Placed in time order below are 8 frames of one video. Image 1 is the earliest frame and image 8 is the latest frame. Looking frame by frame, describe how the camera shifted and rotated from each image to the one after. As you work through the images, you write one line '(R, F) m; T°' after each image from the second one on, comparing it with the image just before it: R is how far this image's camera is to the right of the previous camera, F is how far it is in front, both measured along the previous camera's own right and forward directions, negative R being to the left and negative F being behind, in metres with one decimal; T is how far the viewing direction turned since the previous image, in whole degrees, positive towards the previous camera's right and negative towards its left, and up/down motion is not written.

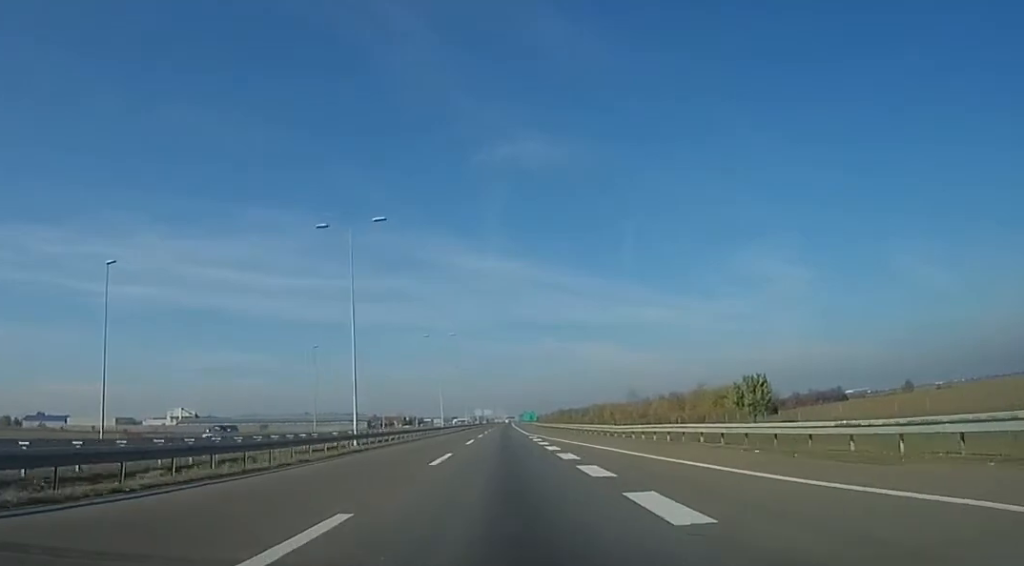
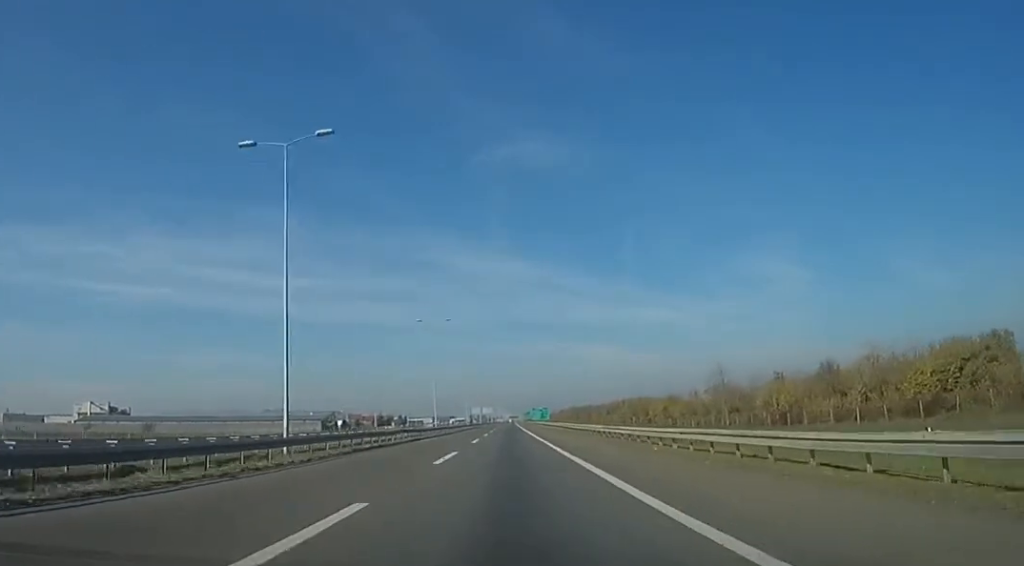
(+1.4, +62.6) m; +2°
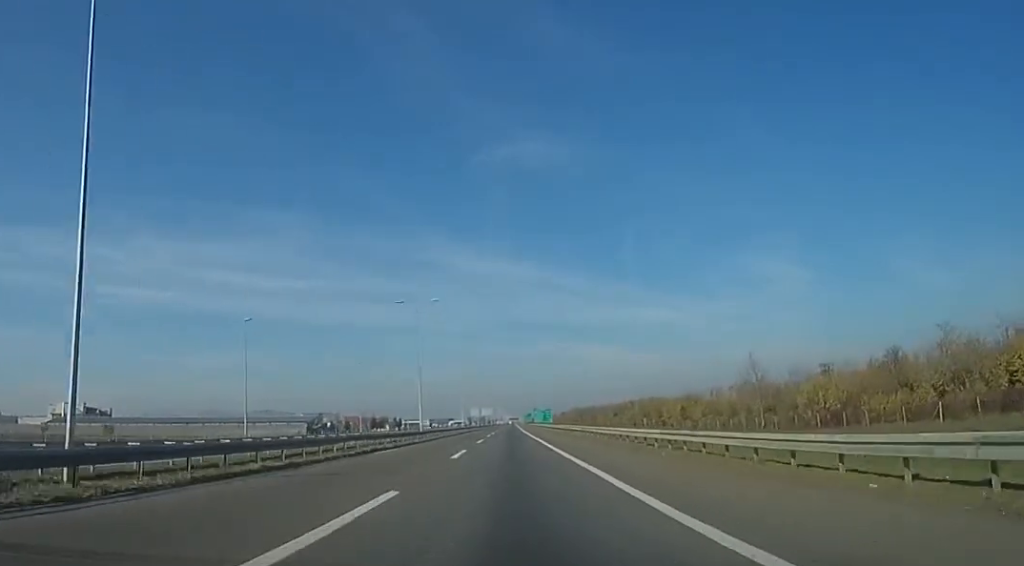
(+0.4, +13.1) m; 0°
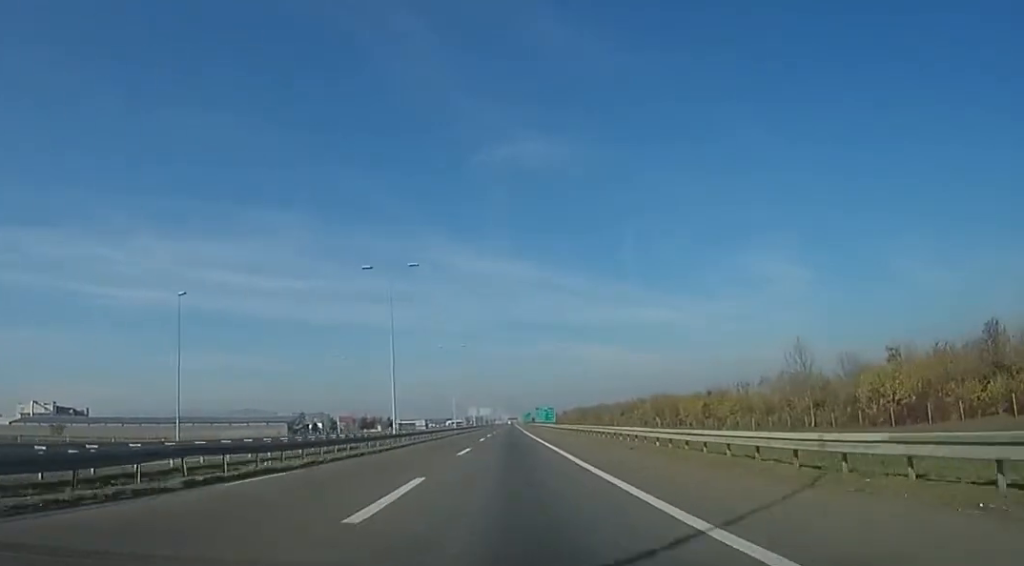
(-0.5, +14.1) m; -1°
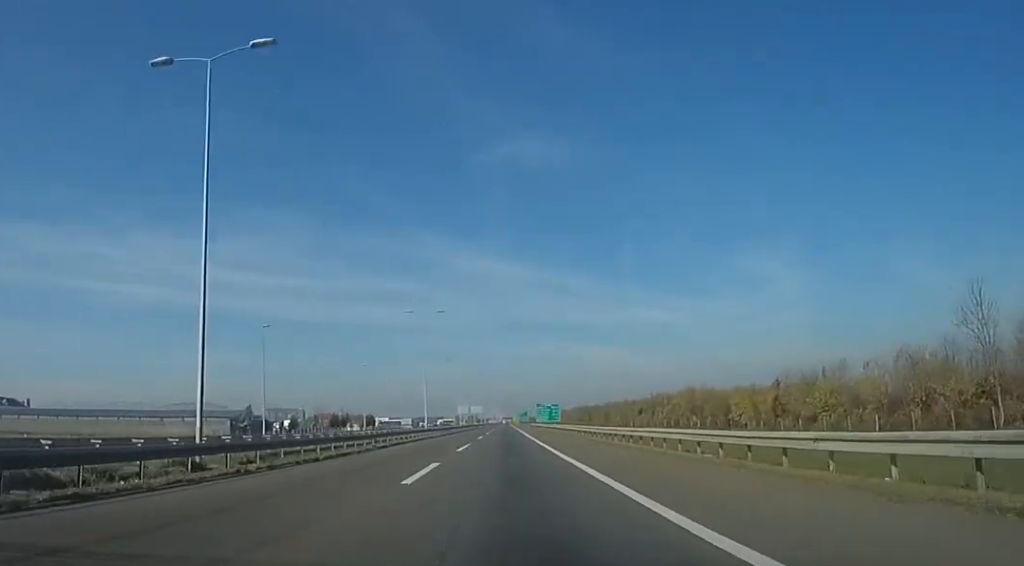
(-0.6, +29.7) m; -1°
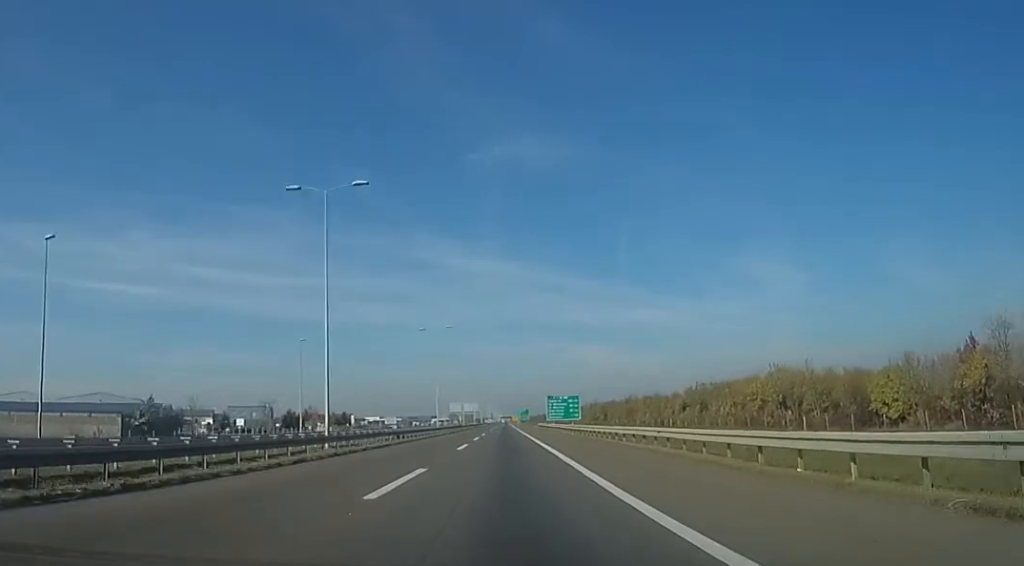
(+0.1, +36.9) m; +2°
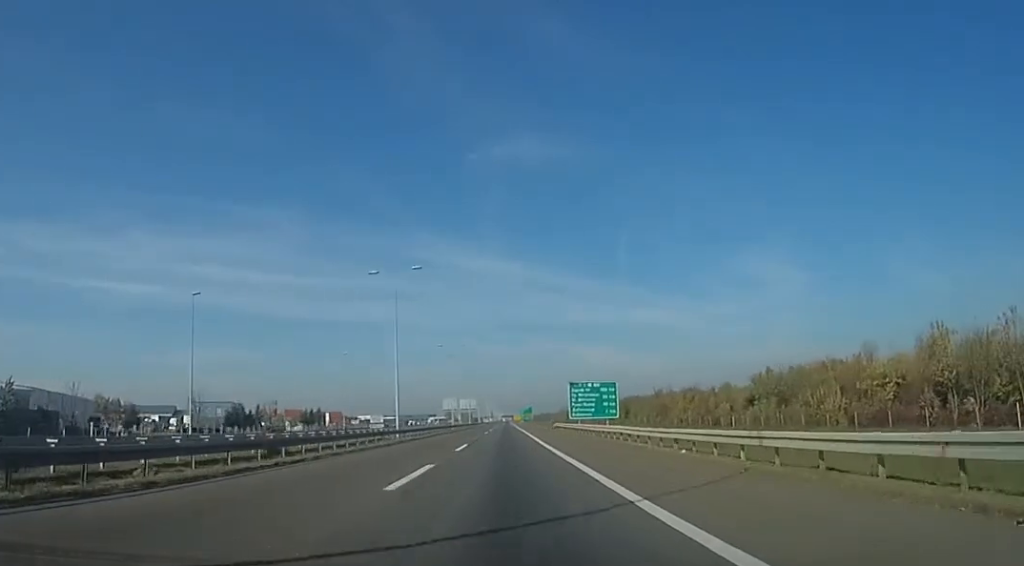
(+0.7, +30.7) m; +1°
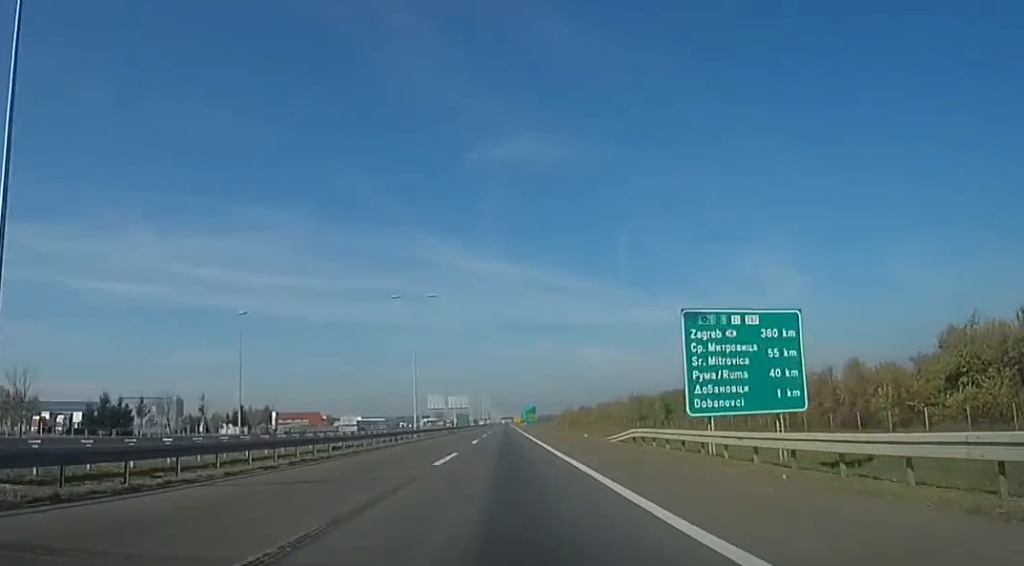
(-0.6, +40.5) m; -2°
